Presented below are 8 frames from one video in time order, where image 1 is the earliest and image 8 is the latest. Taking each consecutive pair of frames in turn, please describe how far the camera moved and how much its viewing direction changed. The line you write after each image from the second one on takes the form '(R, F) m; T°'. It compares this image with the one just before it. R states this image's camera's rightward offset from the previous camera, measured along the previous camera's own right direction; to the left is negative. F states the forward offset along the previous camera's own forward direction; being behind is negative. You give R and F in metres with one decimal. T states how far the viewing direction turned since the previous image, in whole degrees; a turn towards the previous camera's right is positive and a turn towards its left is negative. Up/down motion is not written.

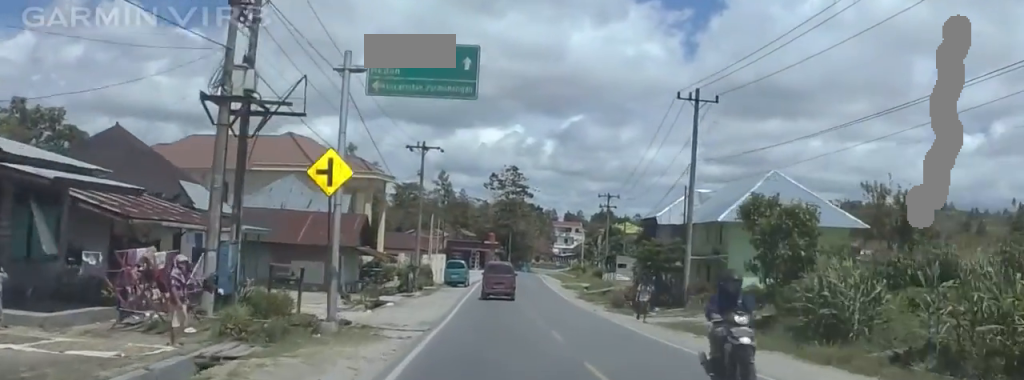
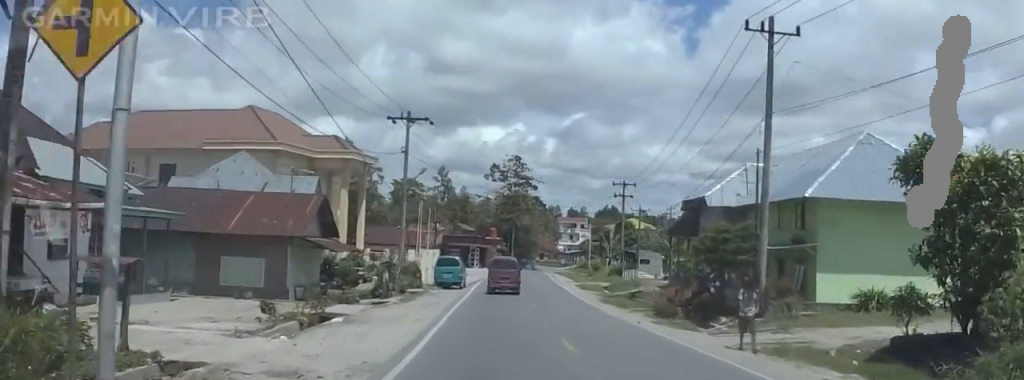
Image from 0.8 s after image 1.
(+0.1, +11.7) m; -2°
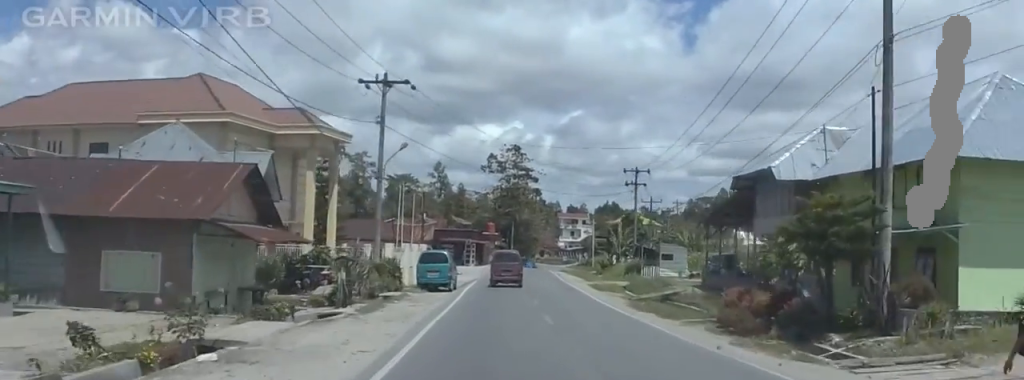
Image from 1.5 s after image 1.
(+0.3, +9.9) m; -4°
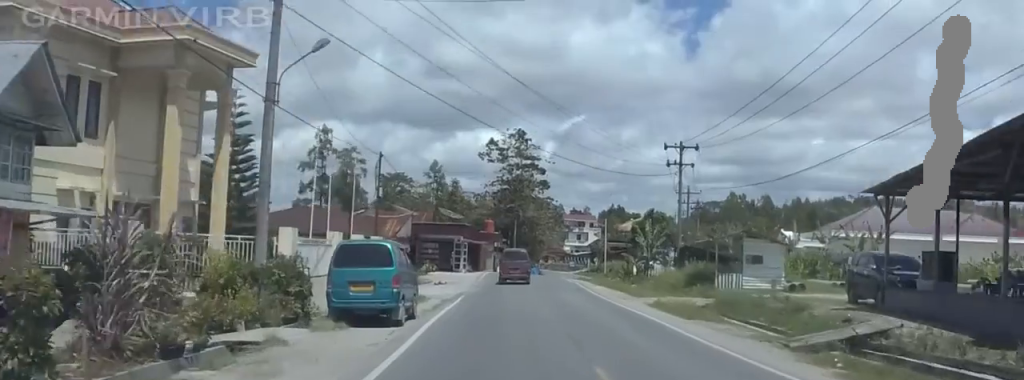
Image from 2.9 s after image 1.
(-0.9, +21.2) m; +3°
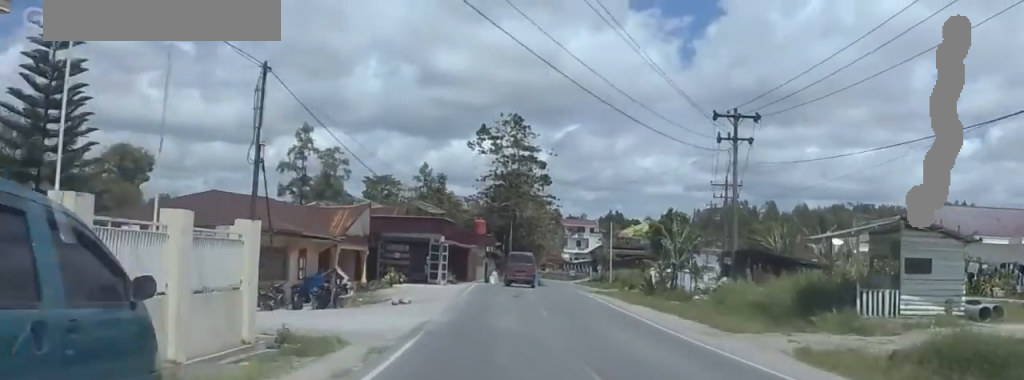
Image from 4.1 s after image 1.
(+1.0, +17.0) m; +3°
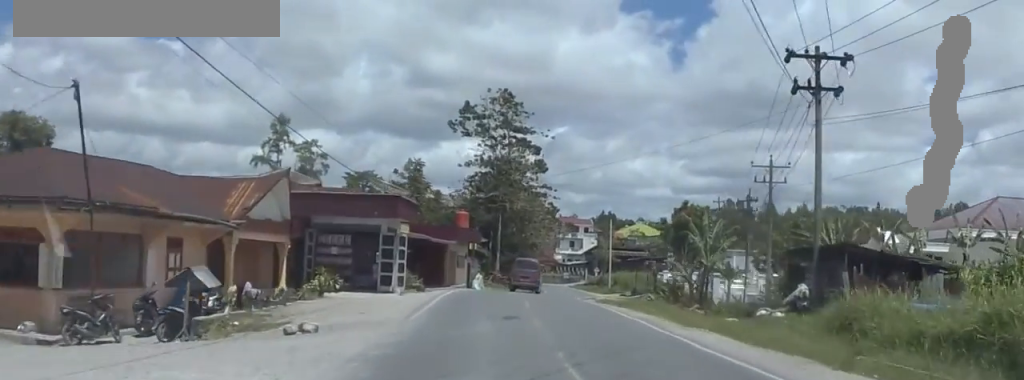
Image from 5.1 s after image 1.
(-0.1, +14.7) m; -1°
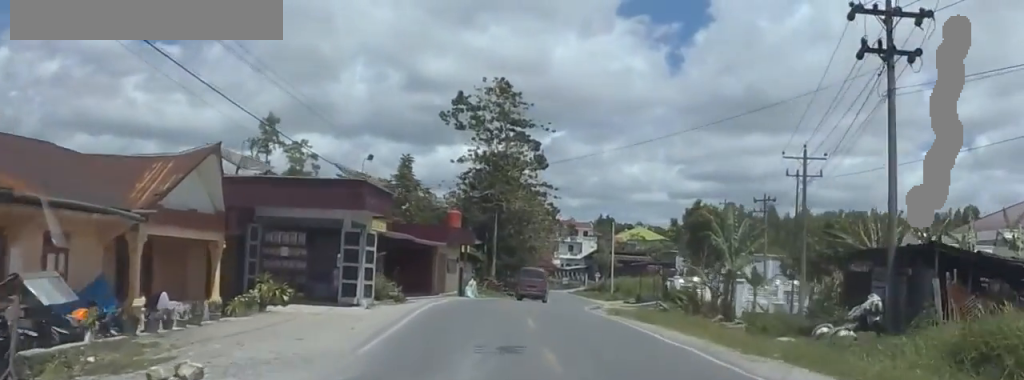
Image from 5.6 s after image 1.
(0.0, +7.1) m; 0°
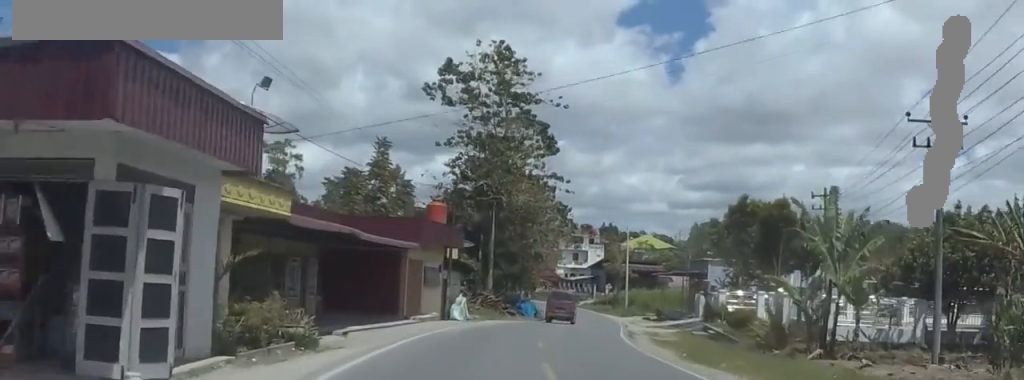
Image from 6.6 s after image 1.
(+0.1, +15.8) m; +1°
